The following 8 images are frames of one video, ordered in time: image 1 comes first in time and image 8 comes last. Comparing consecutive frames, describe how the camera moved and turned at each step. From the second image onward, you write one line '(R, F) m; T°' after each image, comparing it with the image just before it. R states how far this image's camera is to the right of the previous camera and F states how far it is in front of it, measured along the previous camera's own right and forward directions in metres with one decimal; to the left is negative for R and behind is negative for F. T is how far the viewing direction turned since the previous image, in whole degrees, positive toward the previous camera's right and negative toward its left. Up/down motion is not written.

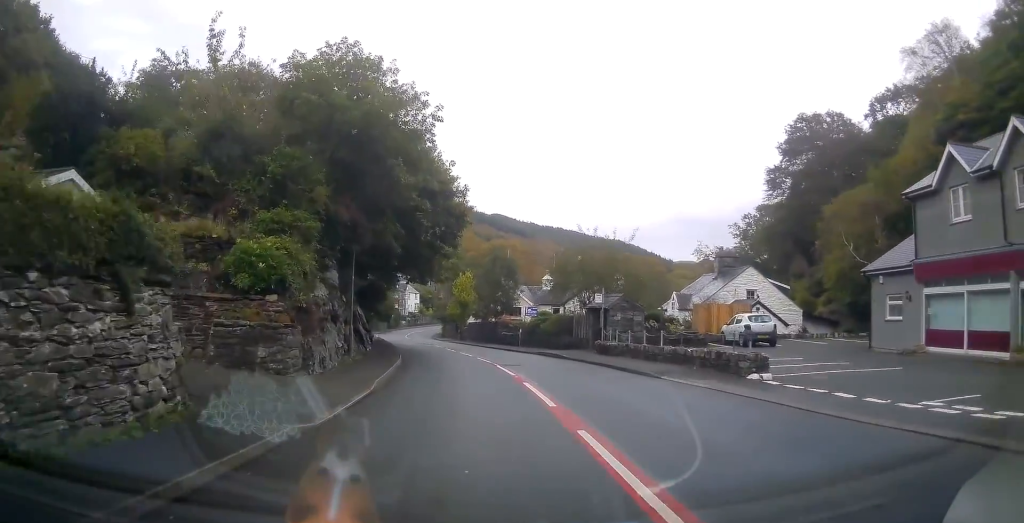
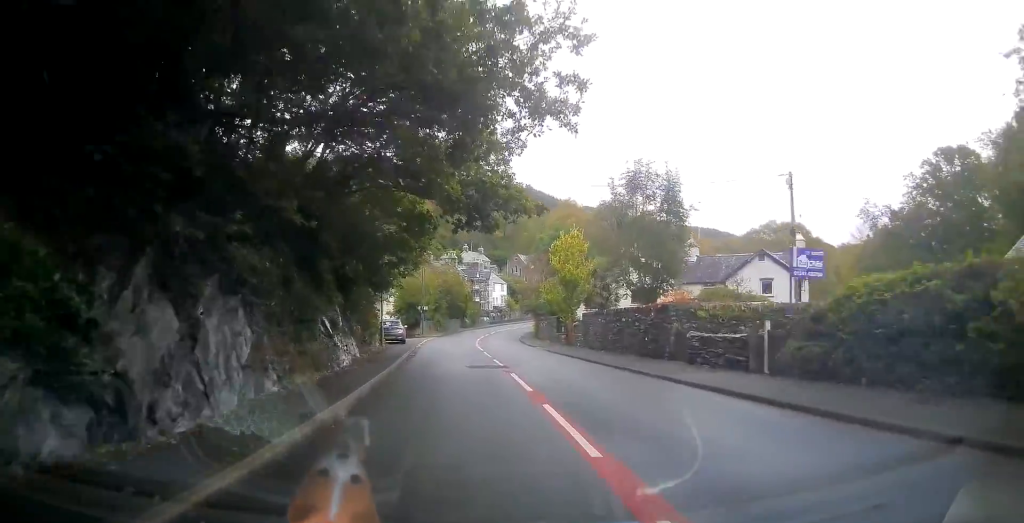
(-1.6, +28.7) m; -7°
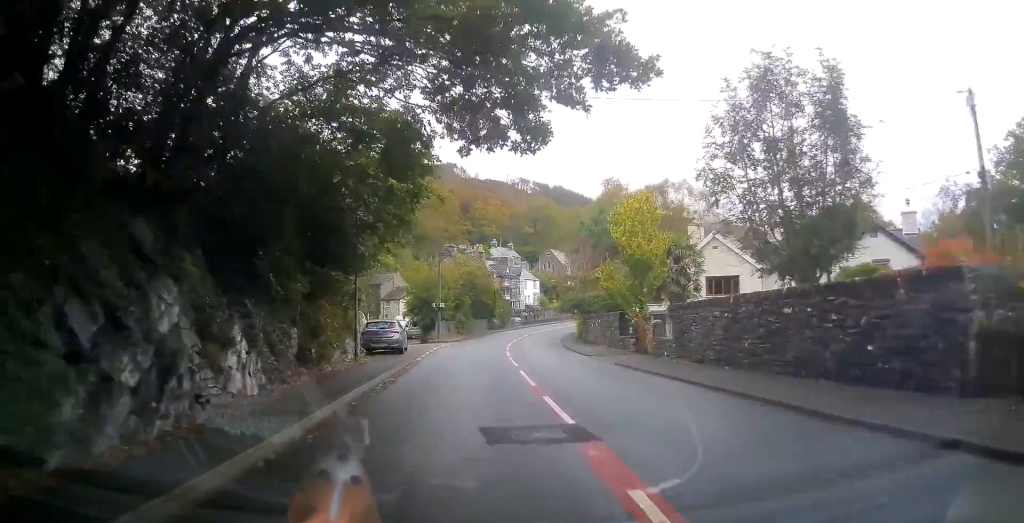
(-0.4, +11.8) m; -4°
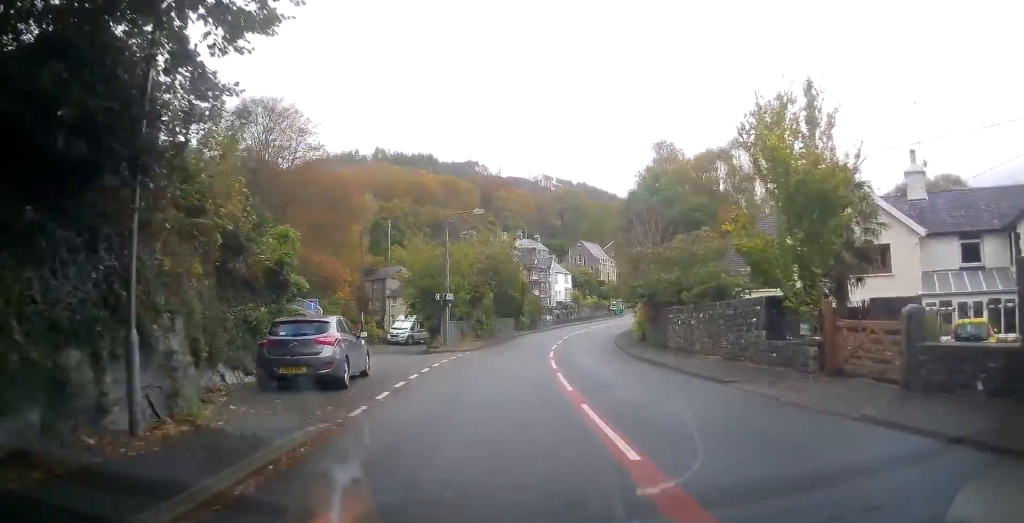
(-0.4, +13.7) m; -1°
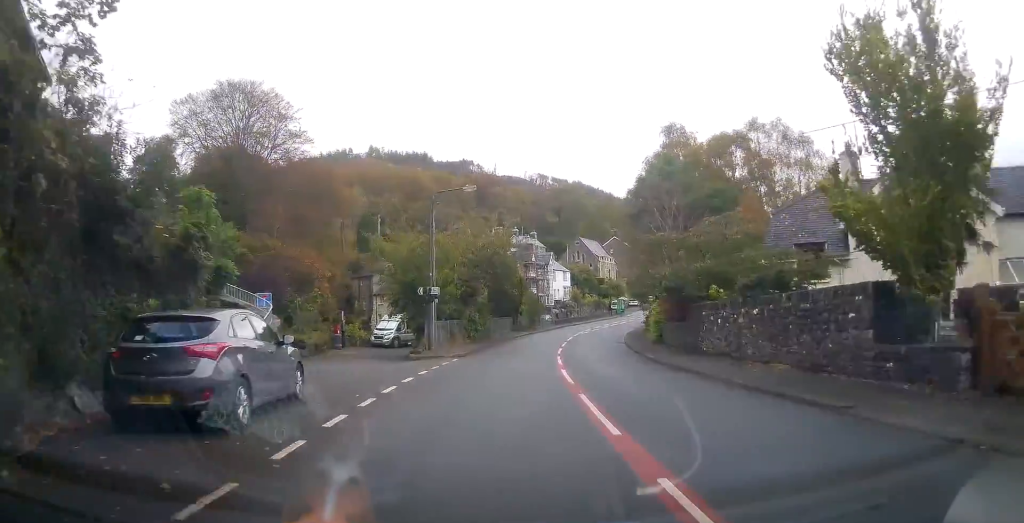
(+0.1, +4.9) m; 0°
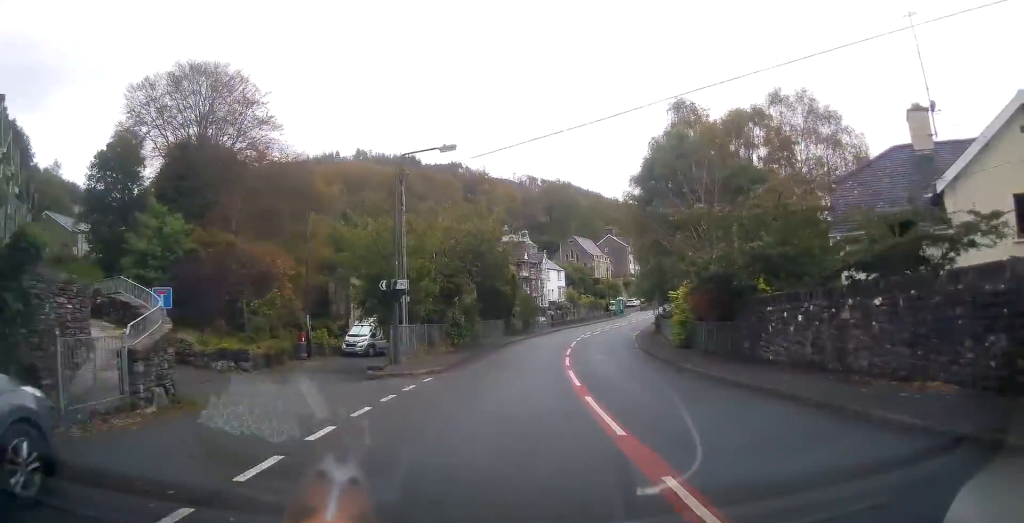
(+0.1, +6.1) m; 0°
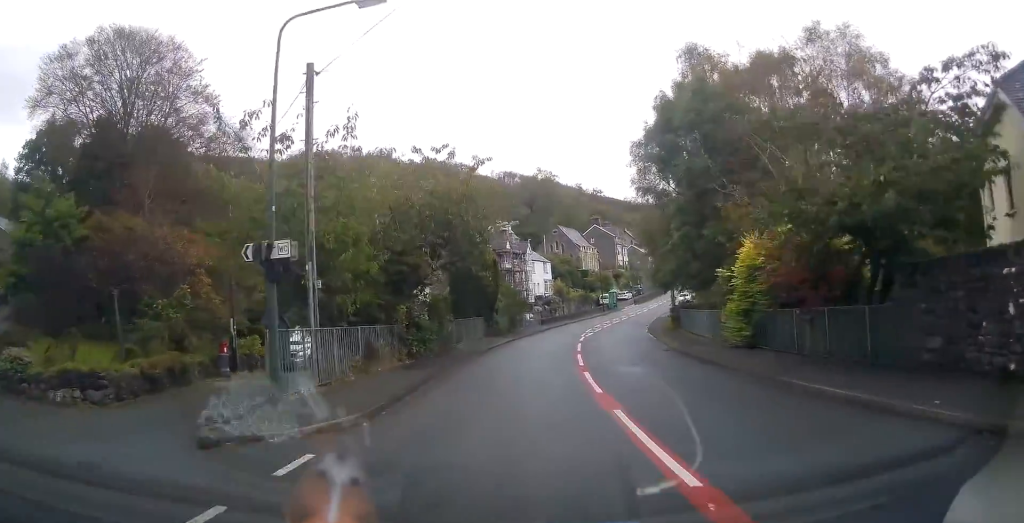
(-0.1, +8.9) m; +1°
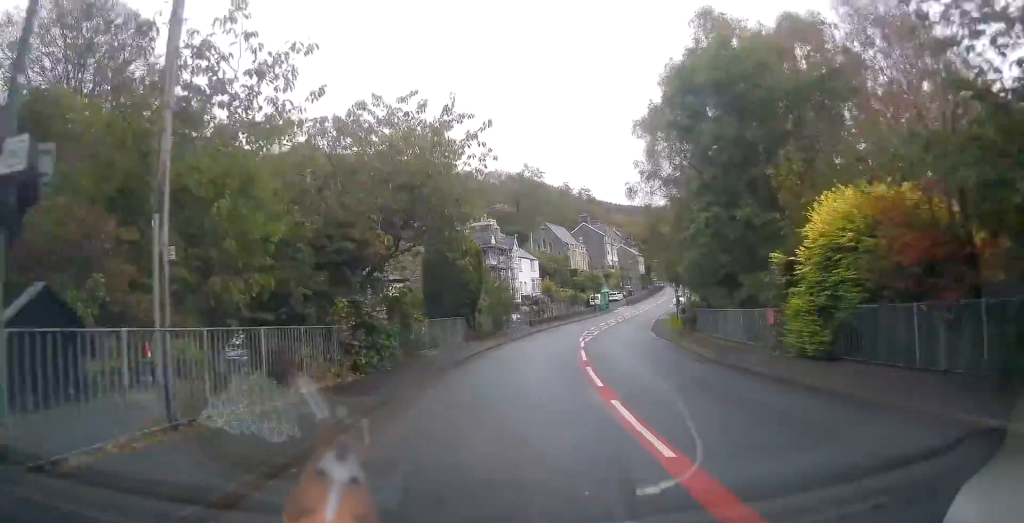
(+0.1, +5.5) m; +1°
